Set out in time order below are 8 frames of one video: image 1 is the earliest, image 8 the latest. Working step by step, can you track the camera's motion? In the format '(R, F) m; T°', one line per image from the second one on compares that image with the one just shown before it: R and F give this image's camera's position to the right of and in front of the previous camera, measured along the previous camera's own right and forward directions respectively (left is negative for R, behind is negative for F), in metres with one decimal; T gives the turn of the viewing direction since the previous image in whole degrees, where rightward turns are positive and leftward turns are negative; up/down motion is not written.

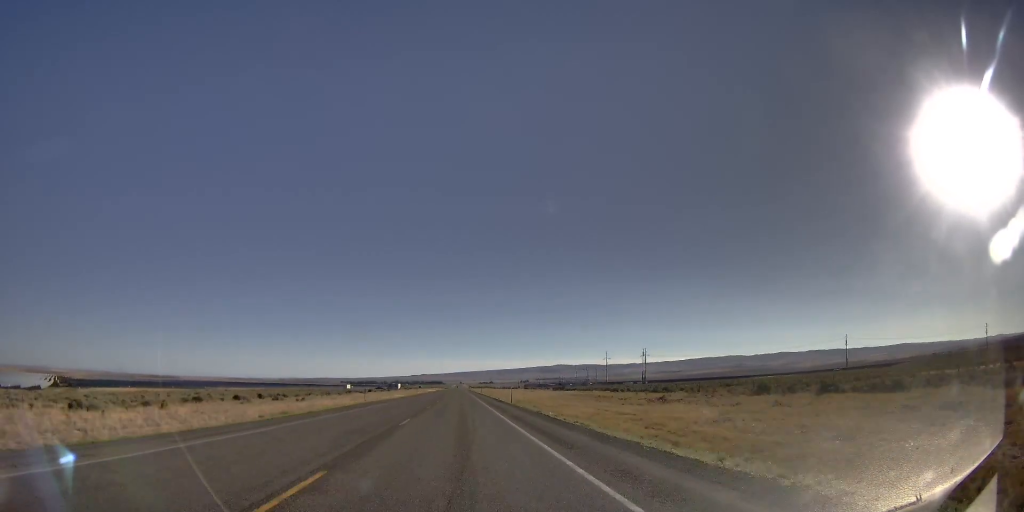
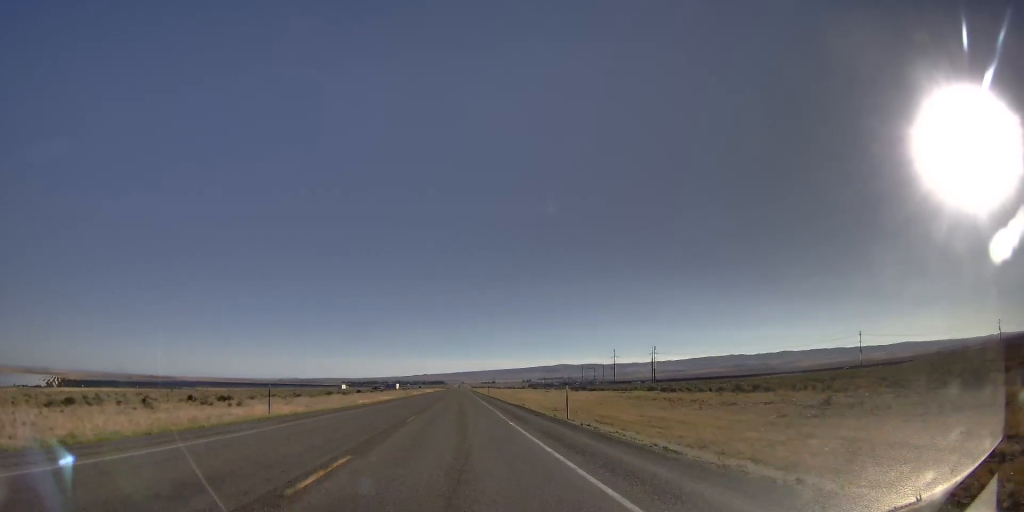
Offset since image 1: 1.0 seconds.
(-0.1, +28.8) m; 0°
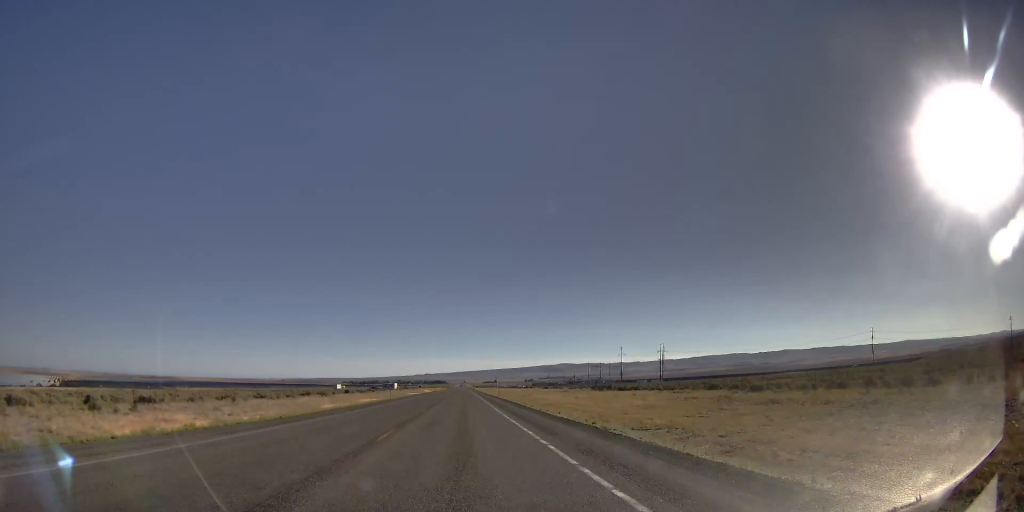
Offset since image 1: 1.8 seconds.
(-0.1, +23.7) m; 0°
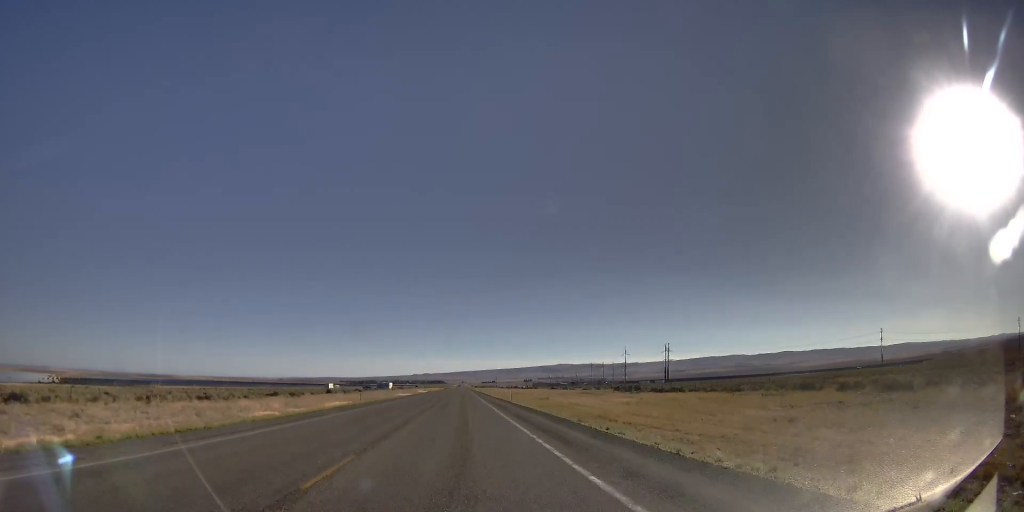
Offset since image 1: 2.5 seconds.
(0.0, +21.6) m; +1°
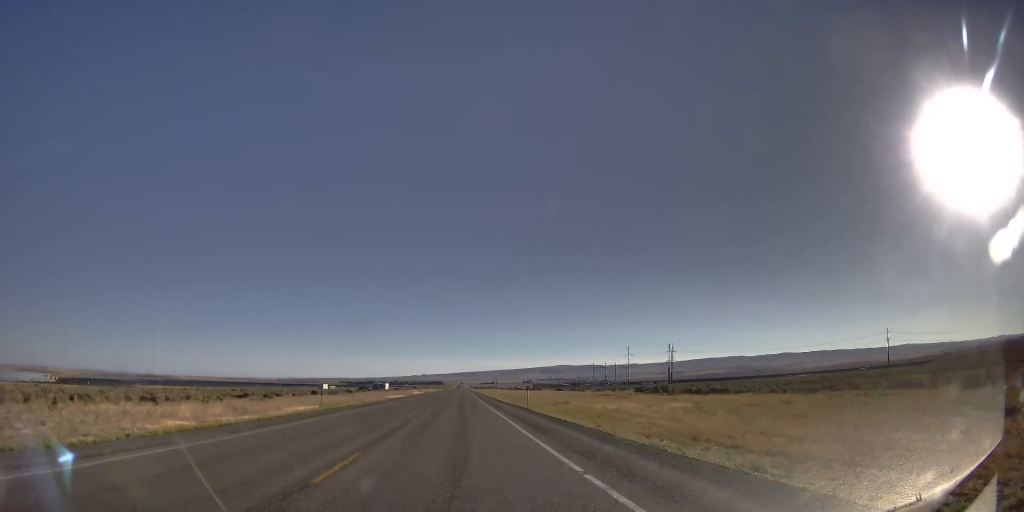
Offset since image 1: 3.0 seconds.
(+0.1, +14.7) m; +2°
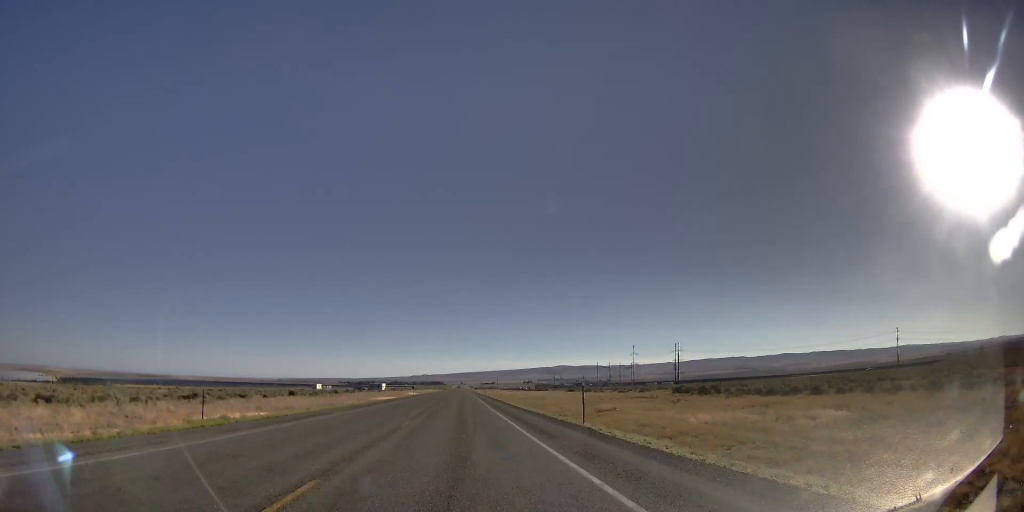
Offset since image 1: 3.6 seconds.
(+0.4, +18.6) m; +1°
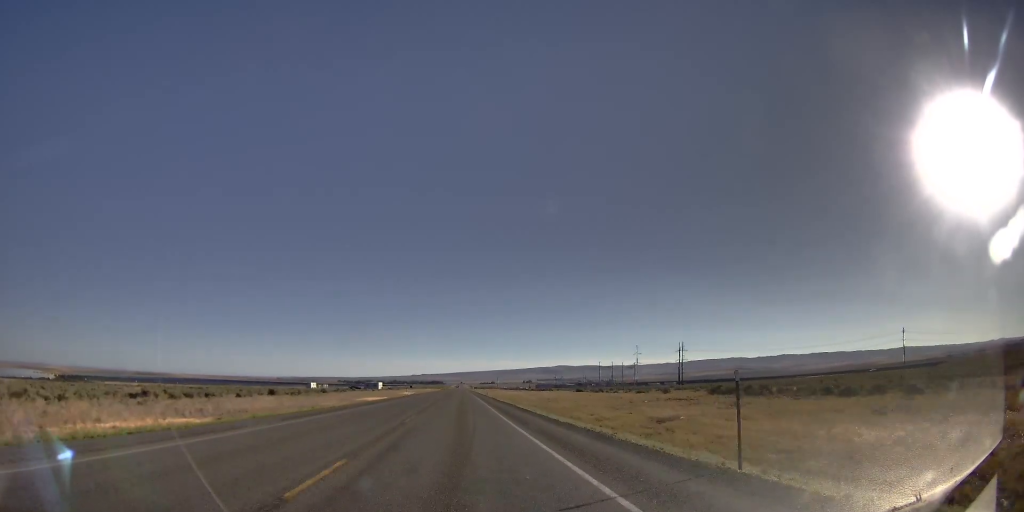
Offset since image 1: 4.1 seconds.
(+0.4, +12.8) m; 0°
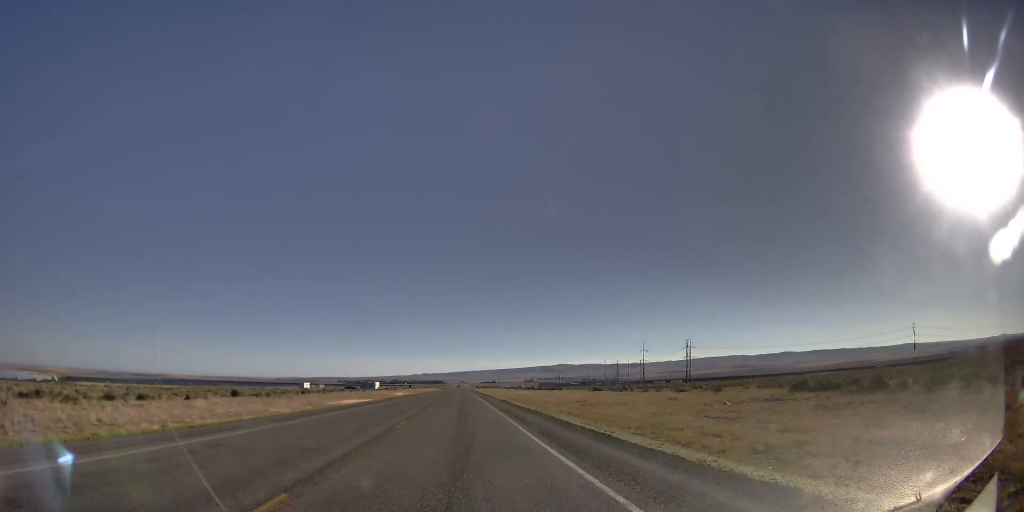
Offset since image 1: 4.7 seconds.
(-0.1, +18.7) m; -1°
